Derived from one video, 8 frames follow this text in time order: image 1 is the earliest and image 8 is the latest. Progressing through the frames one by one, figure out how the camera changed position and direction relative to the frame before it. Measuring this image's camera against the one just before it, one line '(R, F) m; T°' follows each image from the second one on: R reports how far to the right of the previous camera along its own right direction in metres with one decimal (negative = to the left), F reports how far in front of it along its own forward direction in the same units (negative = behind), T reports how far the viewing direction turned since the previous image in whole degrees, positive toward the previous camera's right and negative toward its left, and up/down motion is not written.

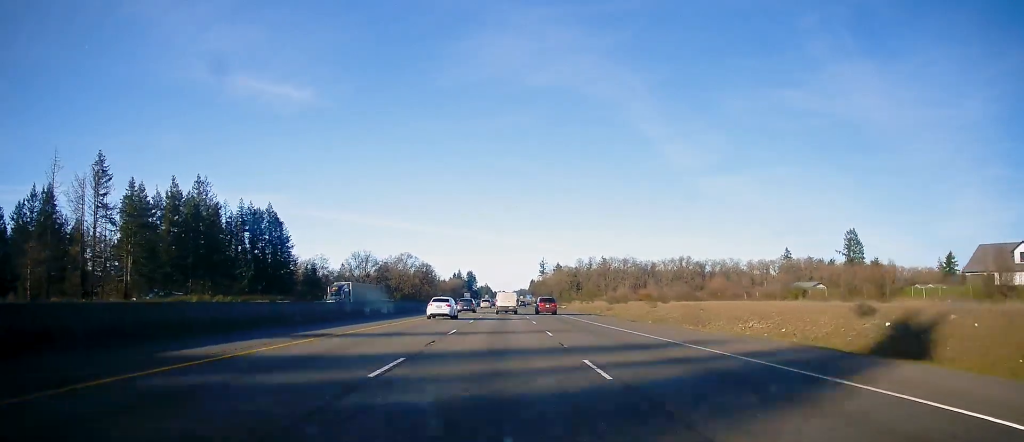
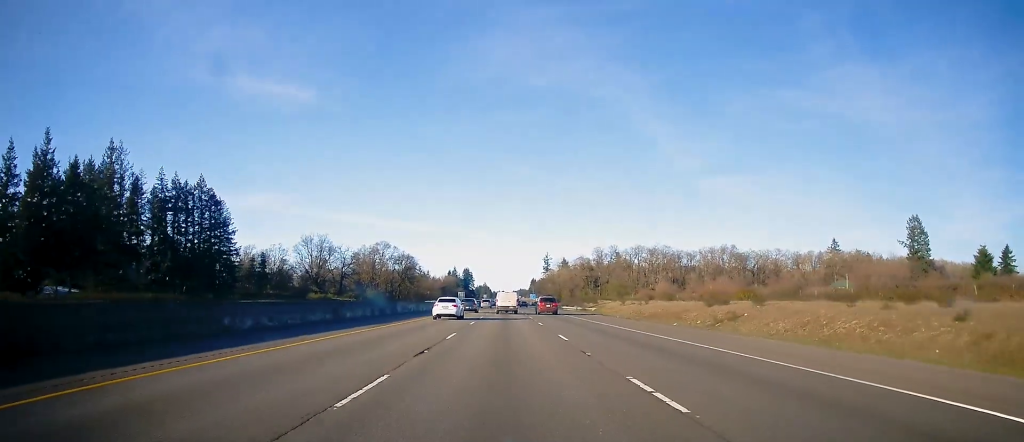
(+0.1, +51.8) m; +1°
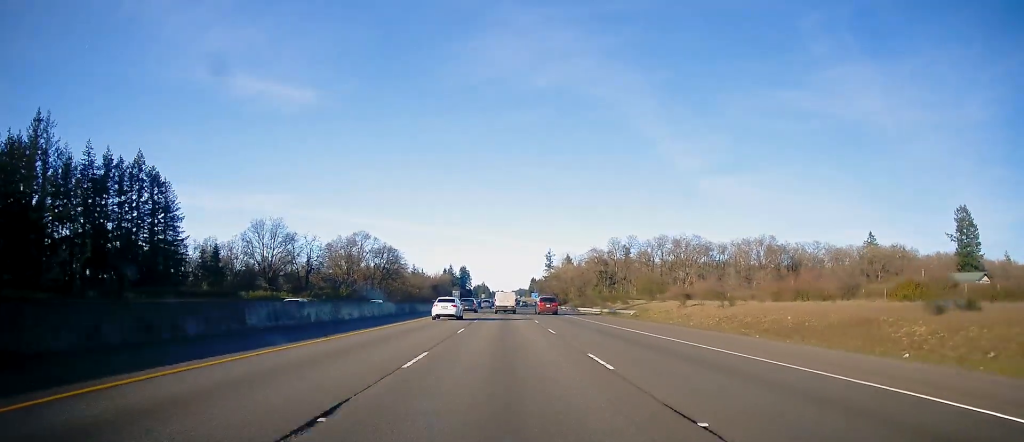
(+0.2, +32.4) m; 0°
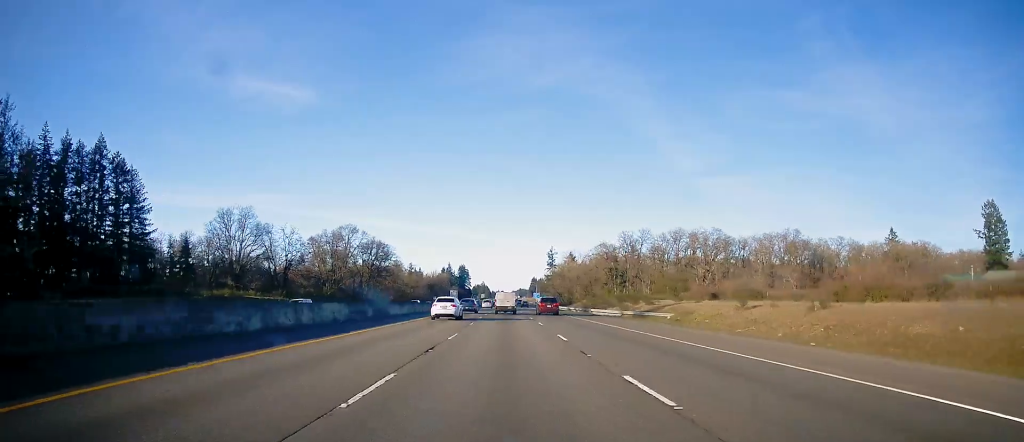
(-0.1, +16.2) m; 0°
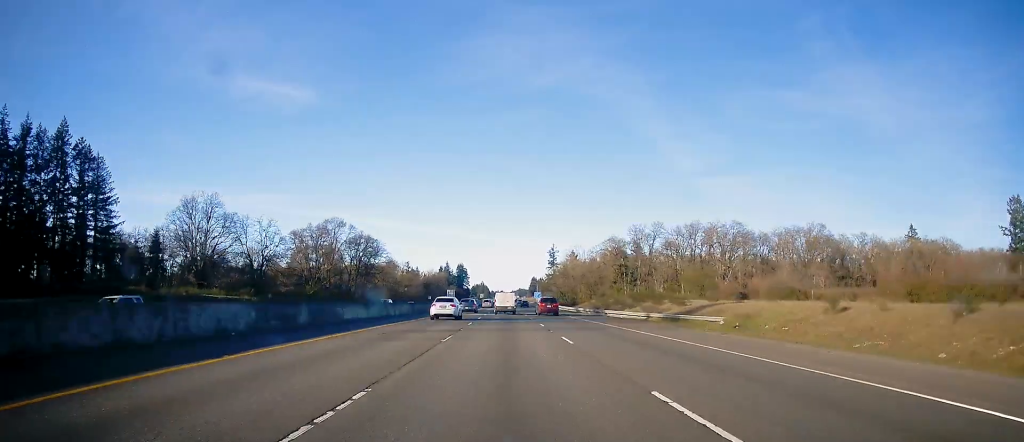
(+0.1, +14.0) m; 0°
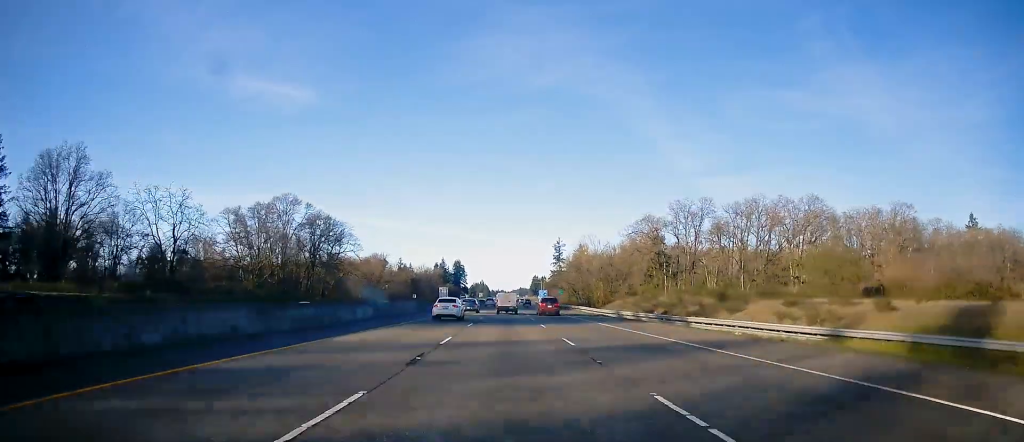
(+0.2, +36.6) m; 0°
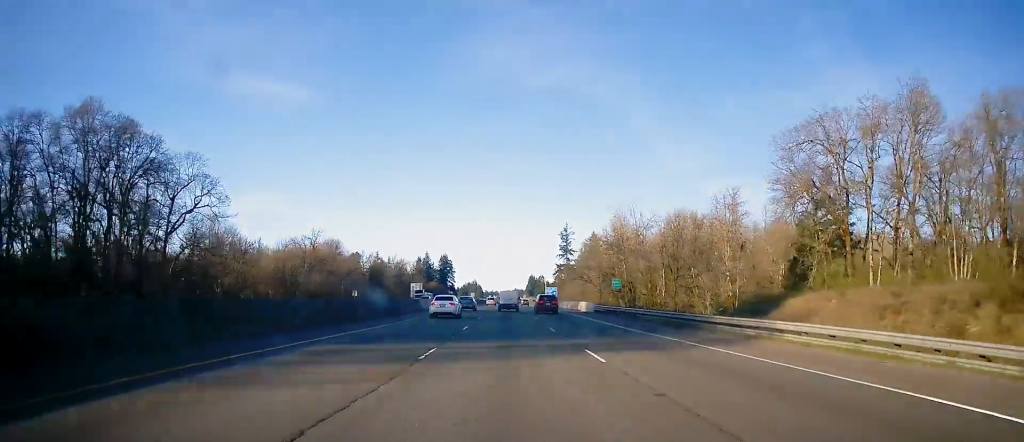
(-0.4, +65.9) m; 0°
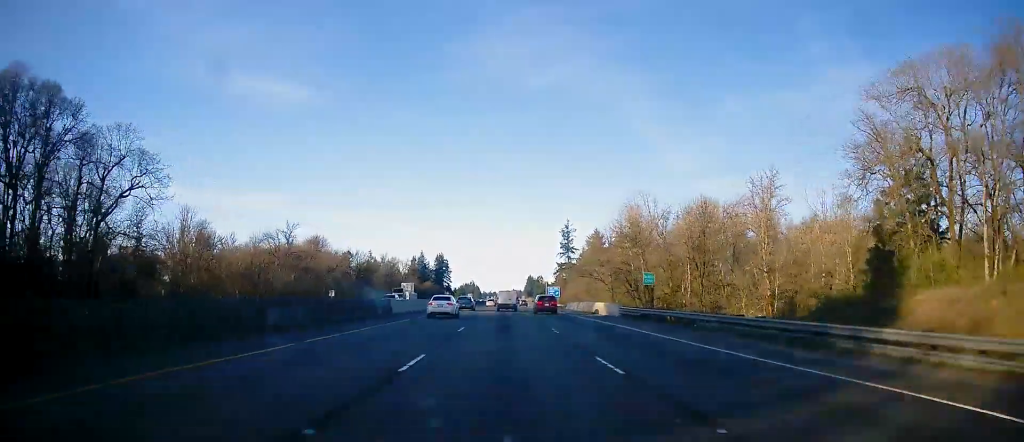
(0.0, +14.1) m; 0°
